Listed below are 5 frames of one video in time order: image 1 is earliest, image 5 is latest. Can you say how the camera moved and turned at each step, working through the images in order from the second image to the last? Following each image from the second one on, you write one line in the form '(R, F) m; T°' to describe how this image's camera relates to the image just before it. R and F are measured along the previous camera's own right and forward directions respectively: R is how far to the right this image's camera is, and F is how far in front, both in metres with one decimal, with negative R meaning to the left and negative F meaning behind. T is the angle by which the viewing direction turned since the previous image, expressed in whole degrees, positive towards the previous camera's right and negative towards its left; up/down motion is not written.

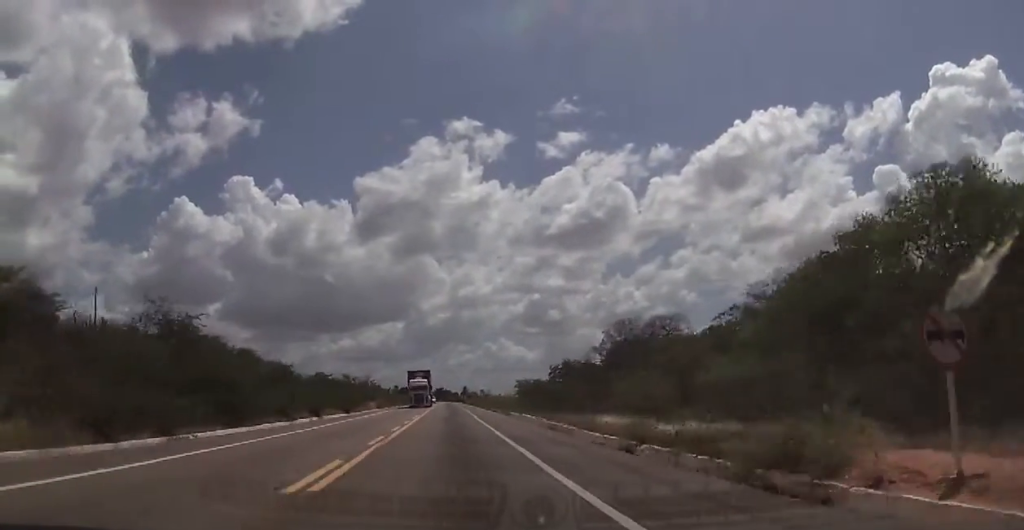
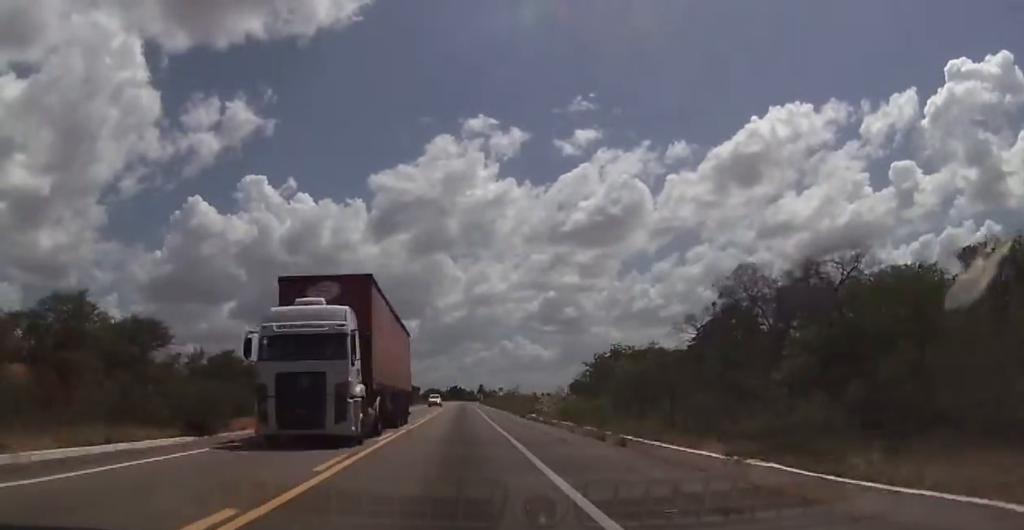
(+0.3, +37.8) m; 0°
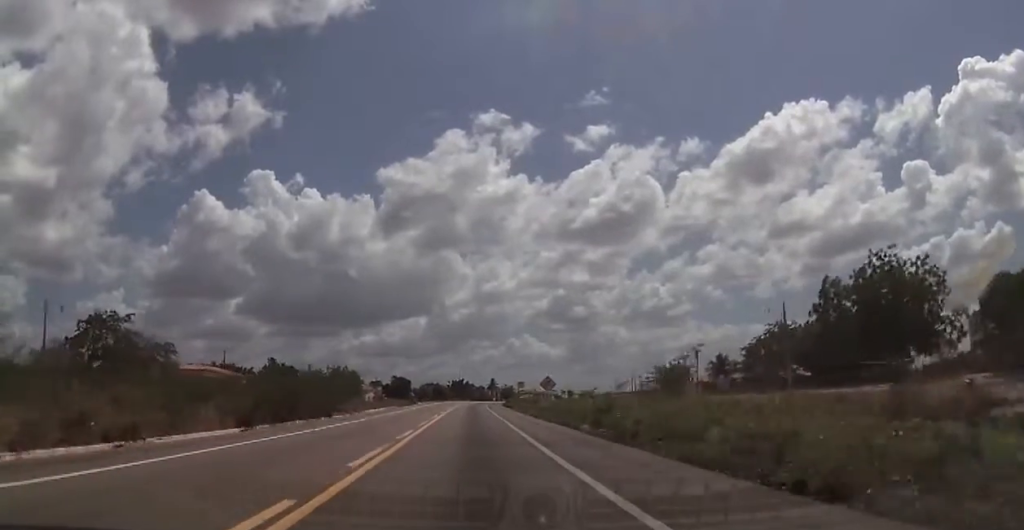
(-1.5, +79.5) m; -1°
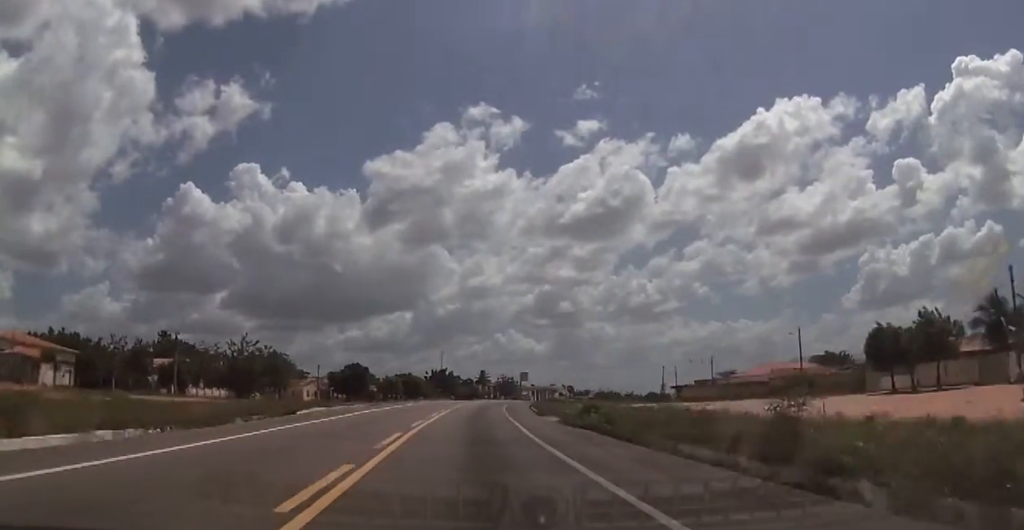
(0.0, +62.0) m; 0°
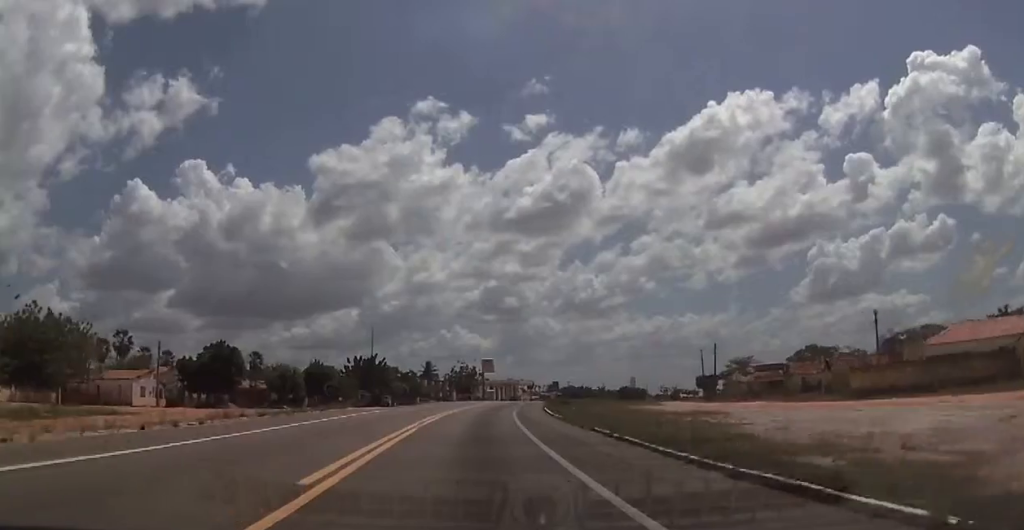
(+1.1, +55.8) m; +2°
